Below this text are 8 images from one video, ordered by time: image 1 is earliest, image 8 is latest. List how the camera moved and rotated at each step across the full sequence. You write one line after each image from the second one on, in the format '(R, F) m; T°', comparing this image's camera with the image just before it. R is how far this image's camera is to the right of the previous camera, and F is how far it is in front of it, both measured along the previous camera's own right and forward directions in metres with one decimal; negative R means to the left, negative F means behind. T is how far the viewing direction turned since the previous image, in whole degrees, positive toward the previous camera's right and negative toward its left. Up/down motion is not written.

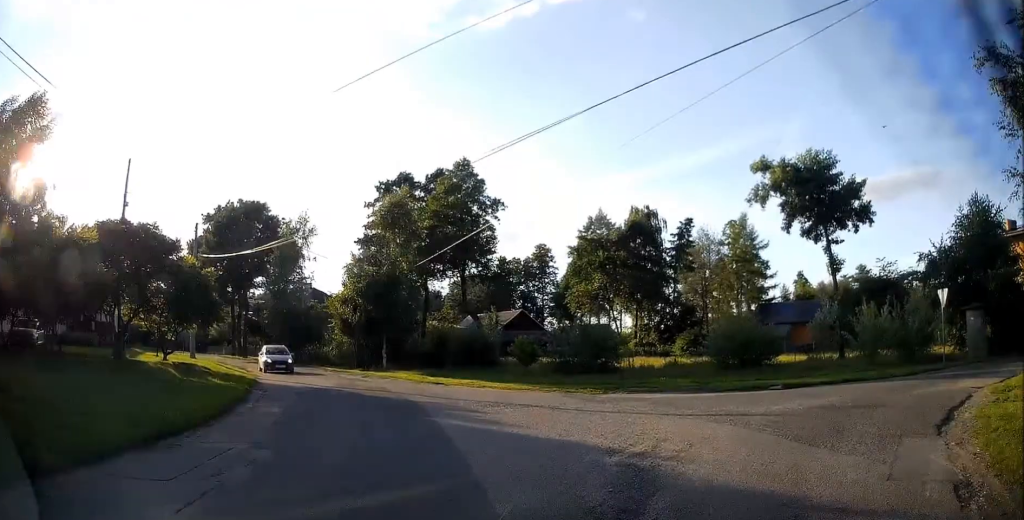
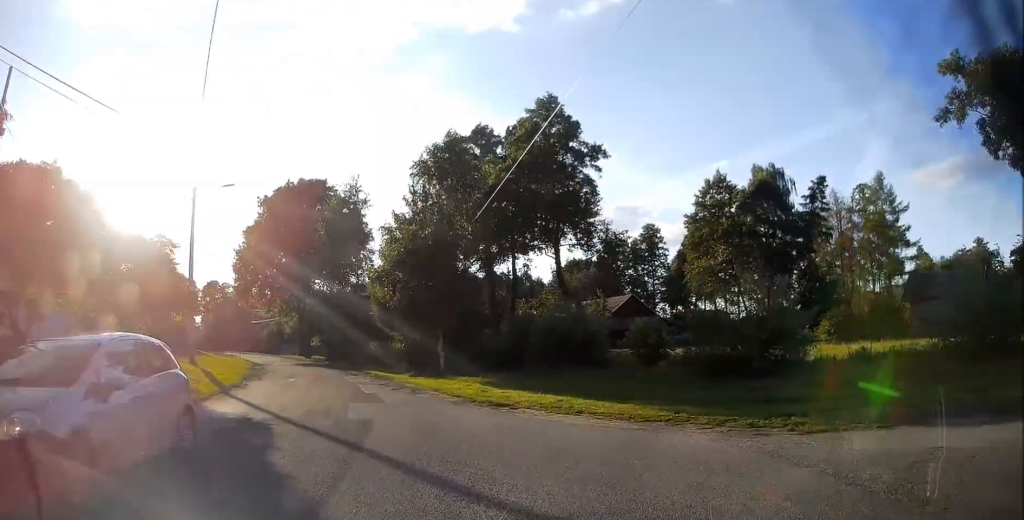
(-1.0, +10.7) m; -10°
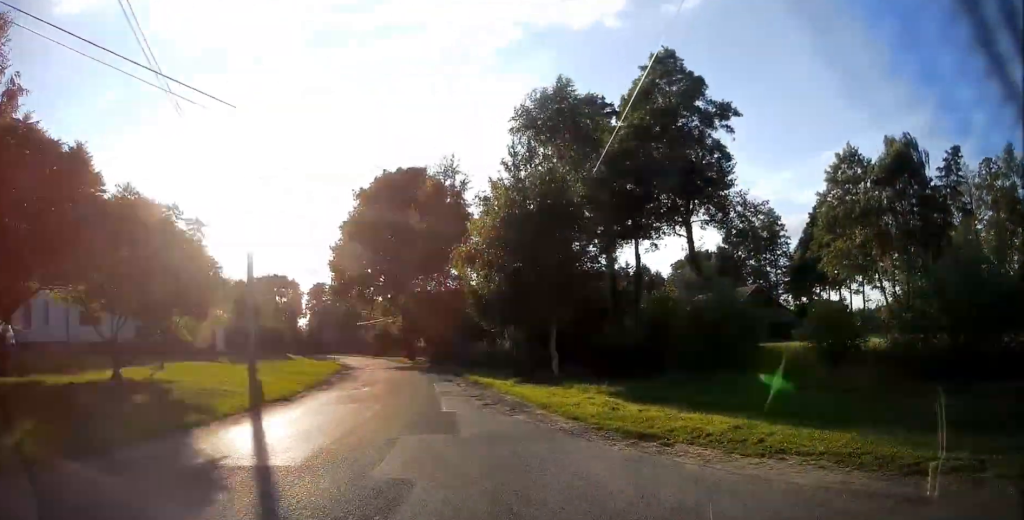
(-0.1, +5.6) m; -7°
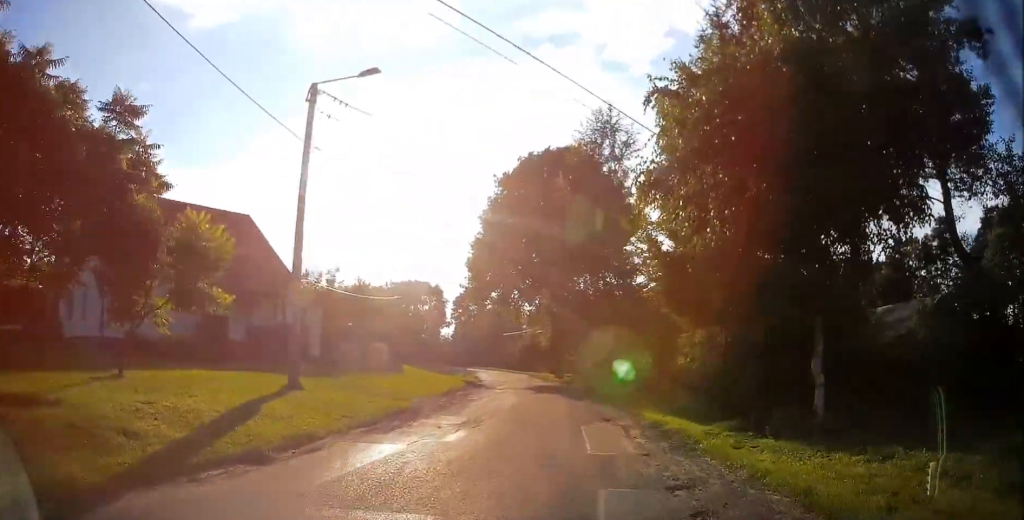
(-1.4, +10.2) m; -10°
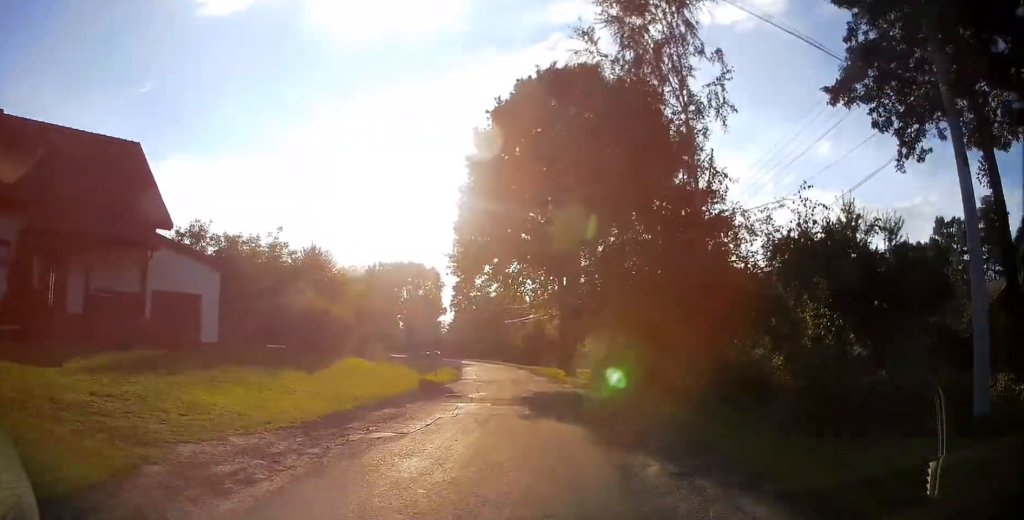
(-0.1, +12.5) m; 0°
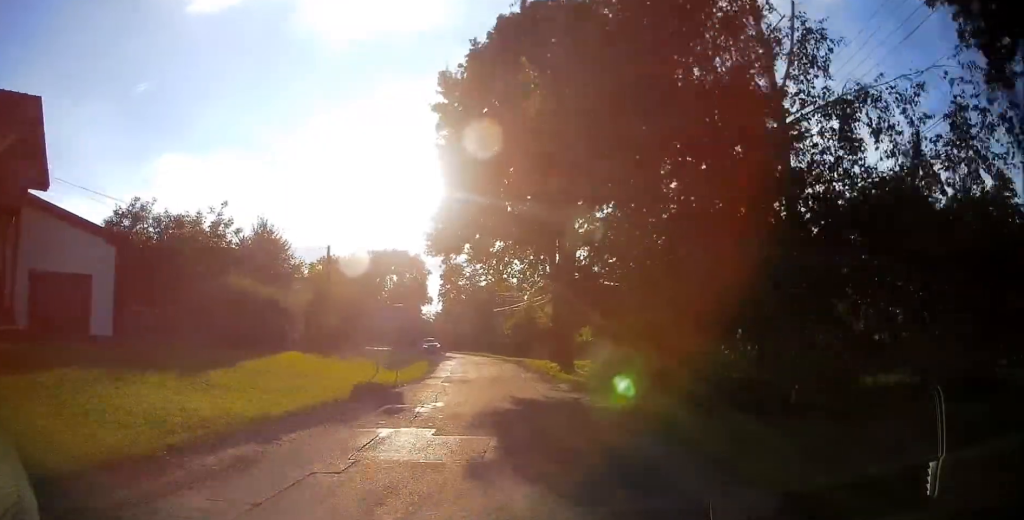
(-0.1, +5.6) m; -1°
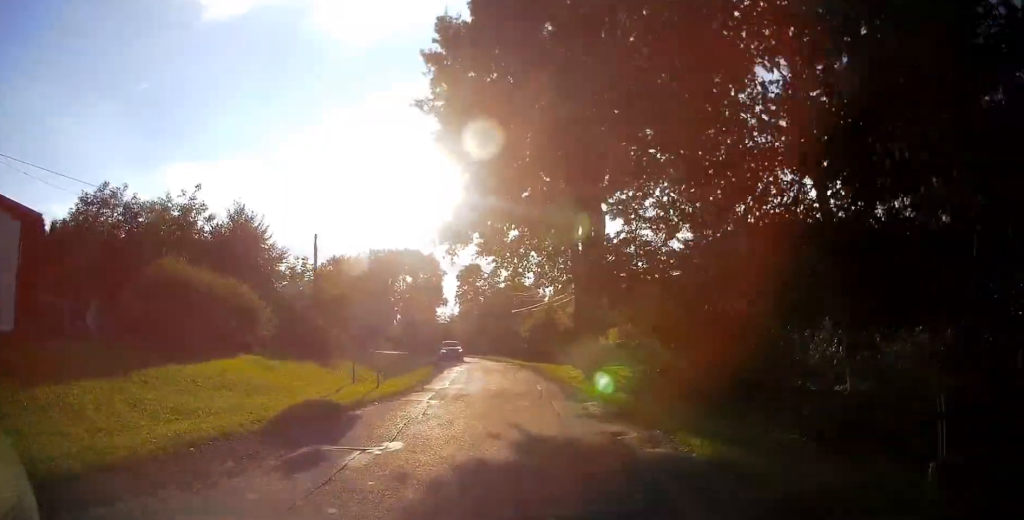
(0.0, +4.9) m; -1°
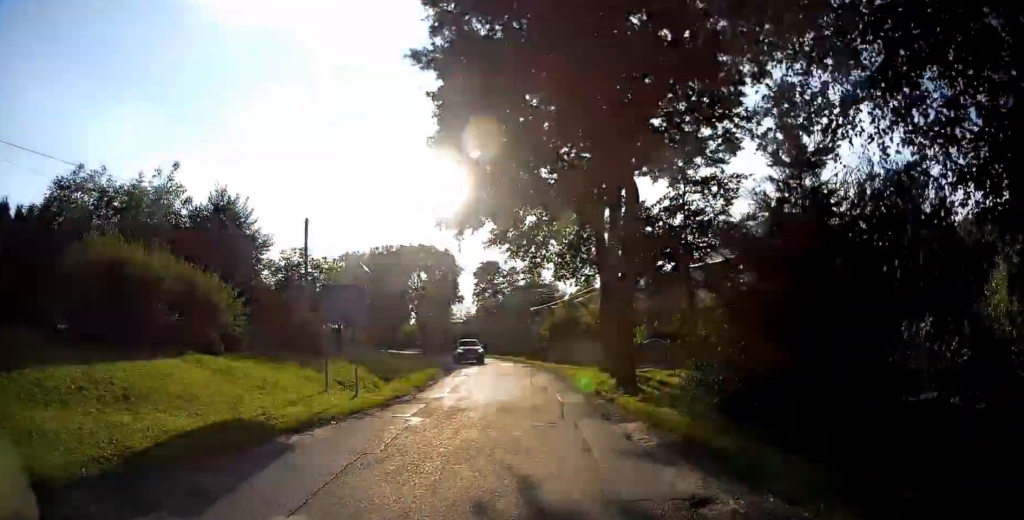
(0.0, +3.6) m; -1°
